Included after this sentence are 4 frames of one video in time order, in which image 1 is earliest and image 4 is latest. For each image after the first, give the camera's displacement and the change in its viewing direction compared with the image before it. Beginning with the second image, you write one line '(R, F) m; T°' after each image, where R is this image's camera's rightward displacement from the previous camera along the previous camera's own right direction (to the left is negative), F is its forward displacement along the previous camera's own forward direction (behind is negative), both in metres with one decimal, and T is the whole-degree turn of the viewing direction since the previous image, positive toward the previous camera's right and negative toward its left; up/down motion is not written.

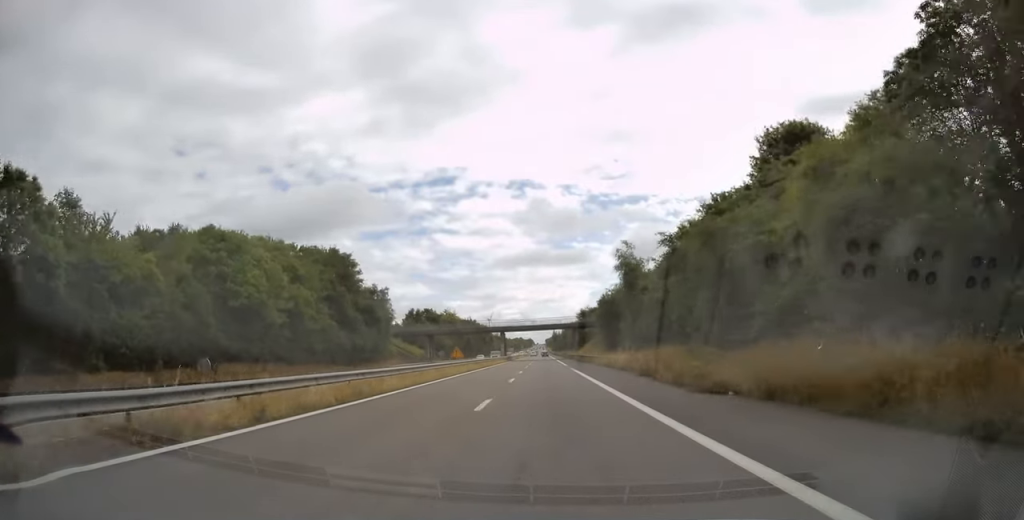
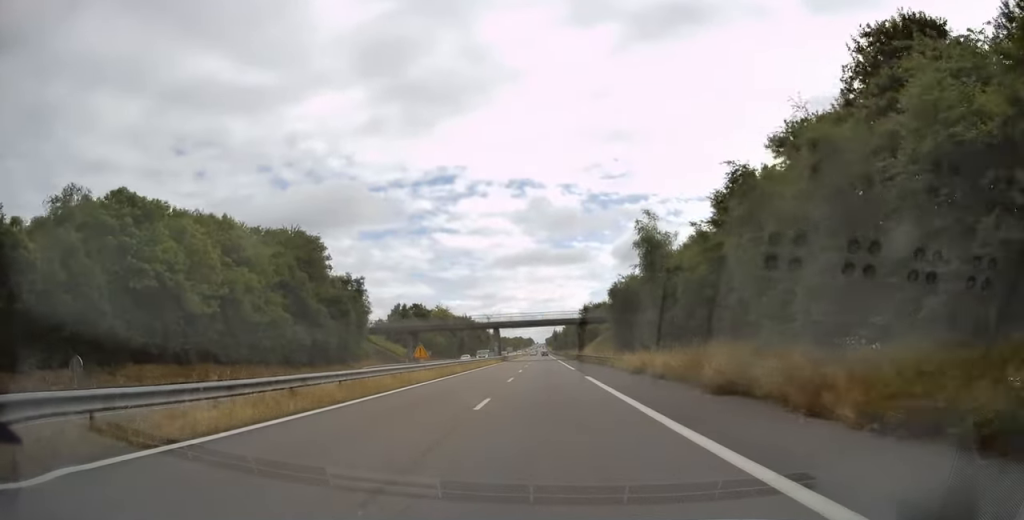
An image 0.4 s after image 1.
(0.0, +12.9) m; 0°
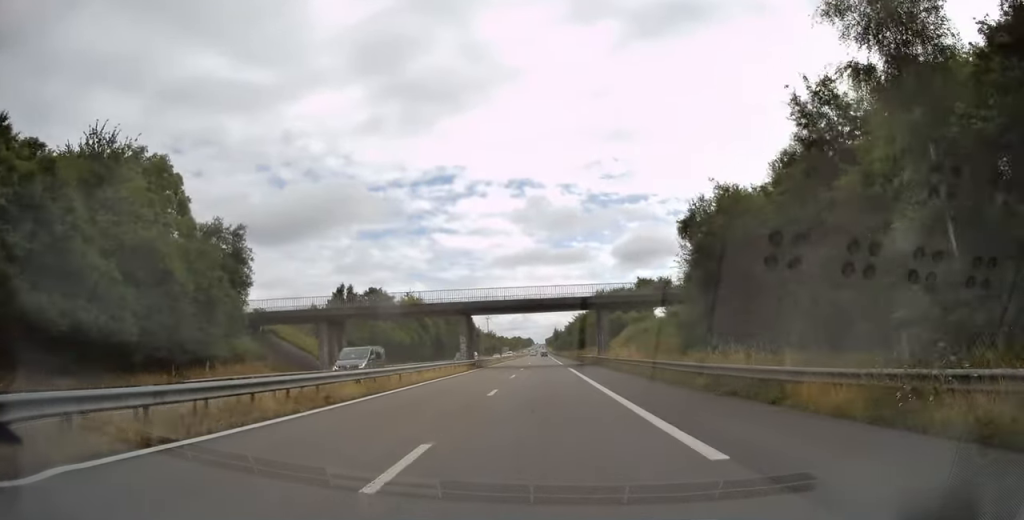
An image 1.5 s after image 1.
(0.0, +34.6) m; 0°
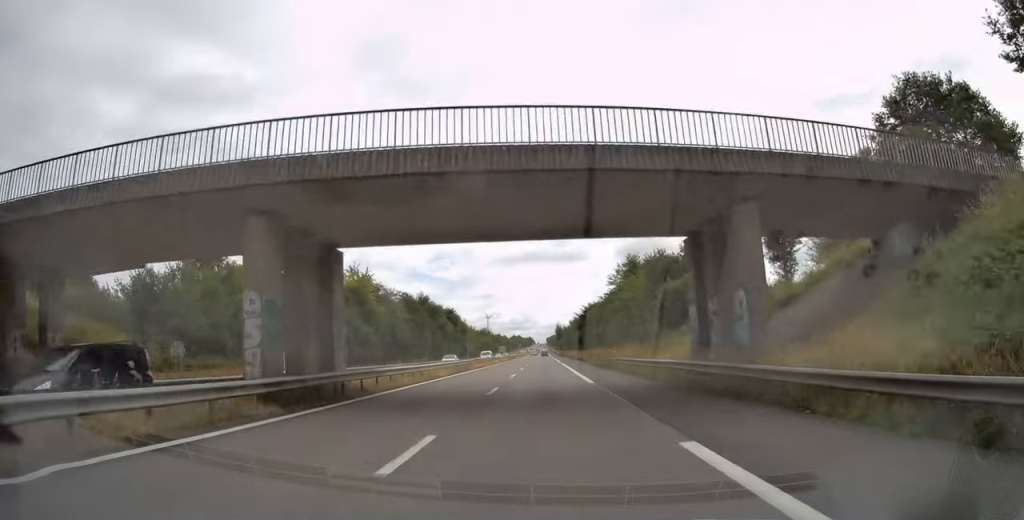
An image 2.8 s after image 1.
(0.0, +38.2) m; 0°
